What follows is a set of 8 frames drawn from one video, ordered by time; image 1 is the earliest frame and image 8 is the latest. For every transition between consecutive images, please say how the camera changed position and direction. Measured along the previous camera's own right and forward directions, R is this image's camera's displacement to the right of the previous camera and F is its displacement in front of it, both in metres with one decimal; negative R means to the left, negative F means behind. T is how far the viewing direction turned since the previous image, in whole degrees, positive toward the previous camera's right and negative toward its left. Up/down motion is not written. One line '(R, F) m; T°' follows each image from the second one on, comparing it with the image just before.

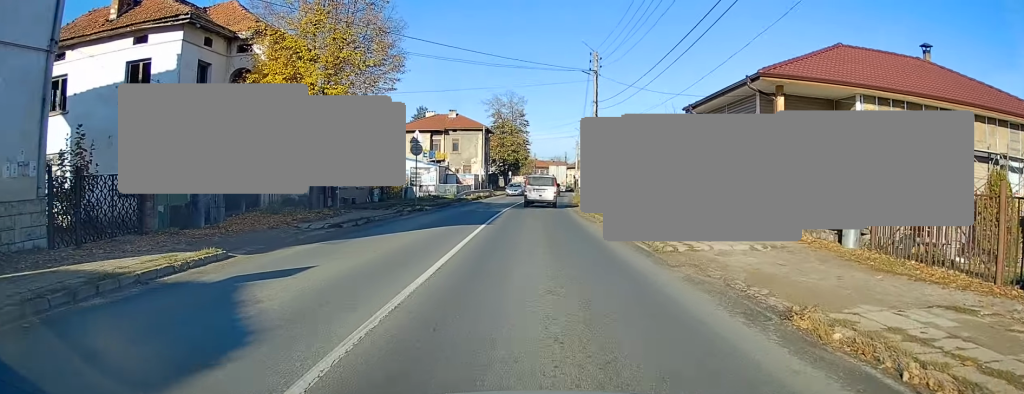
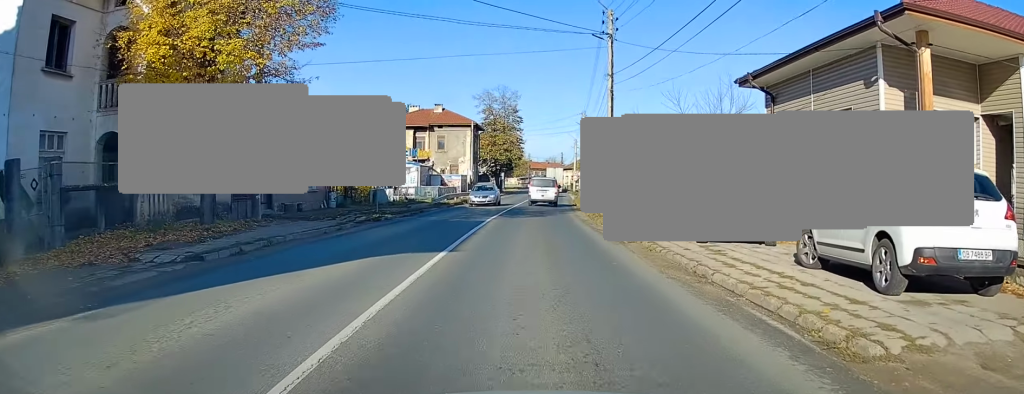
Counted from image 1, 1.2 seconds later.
(+0.3, +7.8) m; +1°
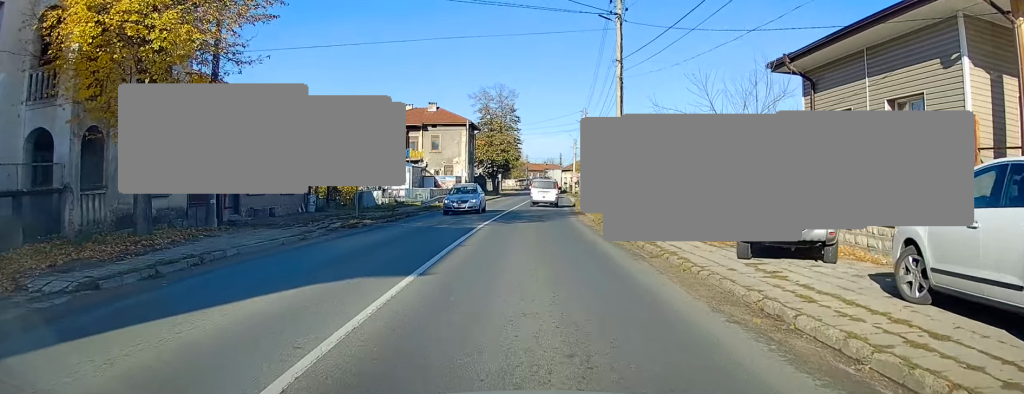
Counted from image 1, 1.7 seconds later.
(0.0, +2.9) m; -1°
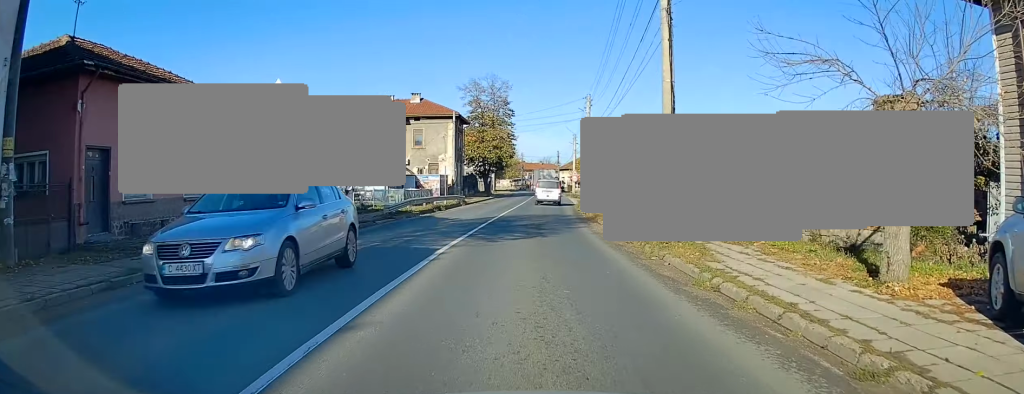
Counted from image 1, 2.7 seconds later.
(-0.1, +7.5) m; +2°
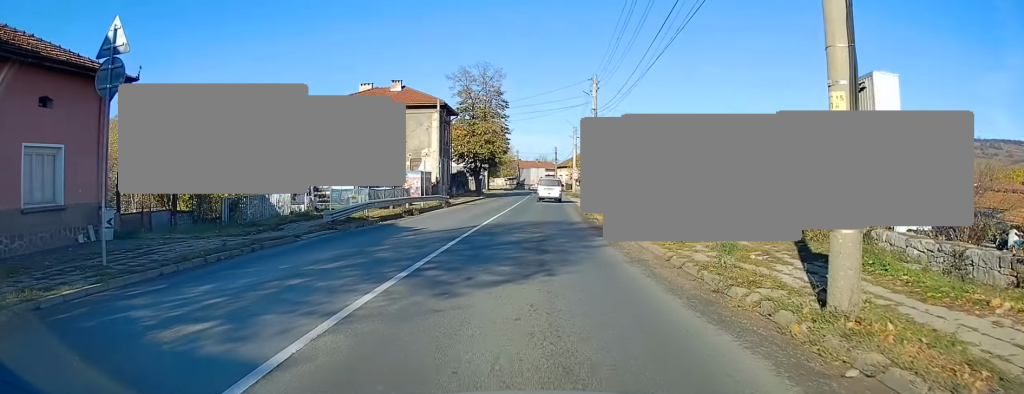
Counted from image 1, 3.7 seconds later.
(+0.2, +7.1) m; +2°
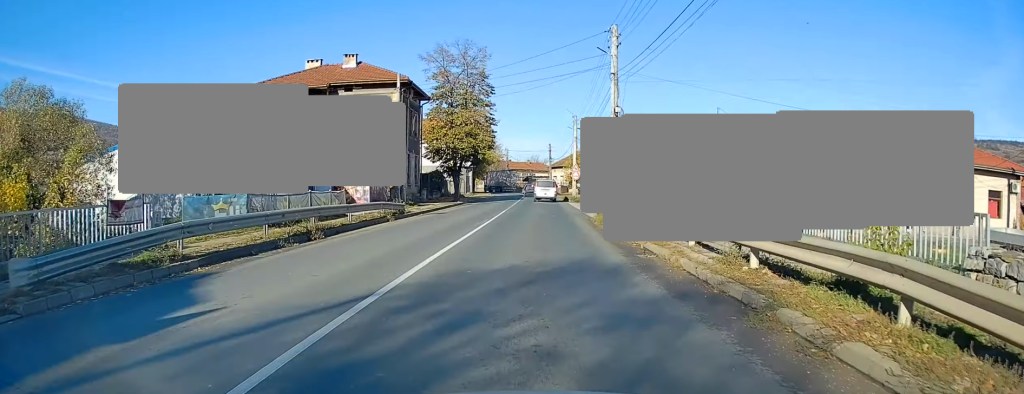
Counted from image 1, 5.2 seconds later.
(+0.2, +12.6) m; +2°
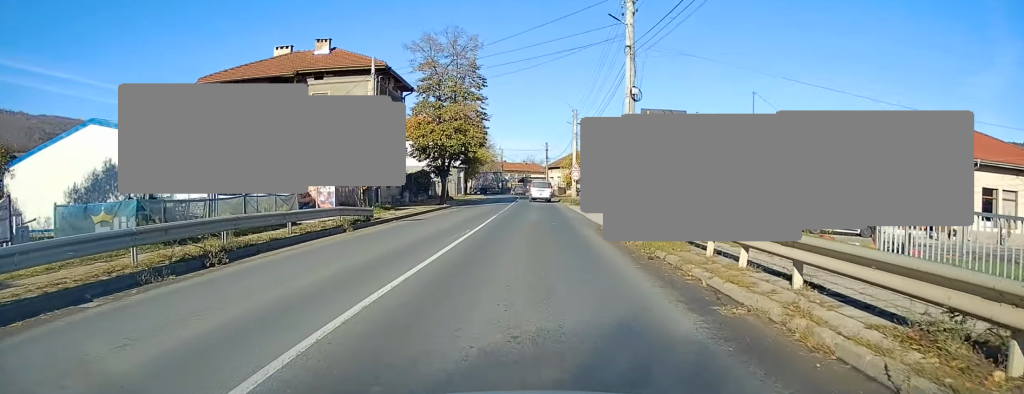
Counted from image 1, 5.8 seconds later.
(+0.1, +5.5) m; 0°
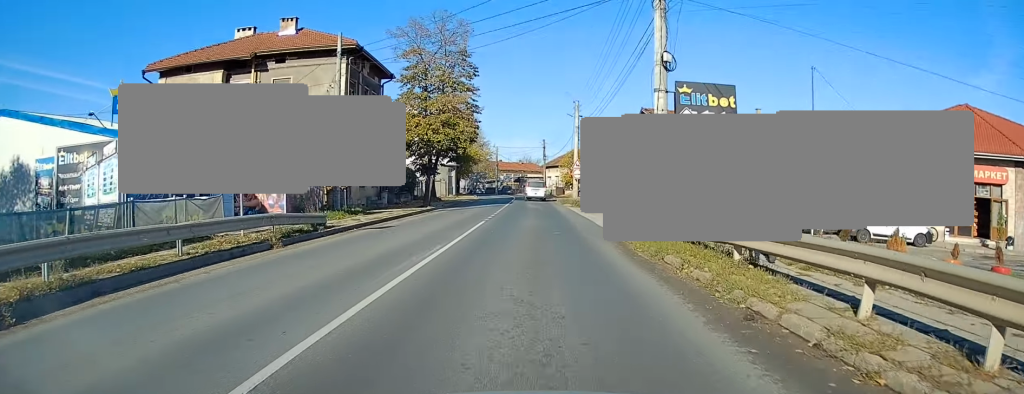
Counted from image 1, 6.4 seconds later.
(0.0, +5.6) m; +1°
